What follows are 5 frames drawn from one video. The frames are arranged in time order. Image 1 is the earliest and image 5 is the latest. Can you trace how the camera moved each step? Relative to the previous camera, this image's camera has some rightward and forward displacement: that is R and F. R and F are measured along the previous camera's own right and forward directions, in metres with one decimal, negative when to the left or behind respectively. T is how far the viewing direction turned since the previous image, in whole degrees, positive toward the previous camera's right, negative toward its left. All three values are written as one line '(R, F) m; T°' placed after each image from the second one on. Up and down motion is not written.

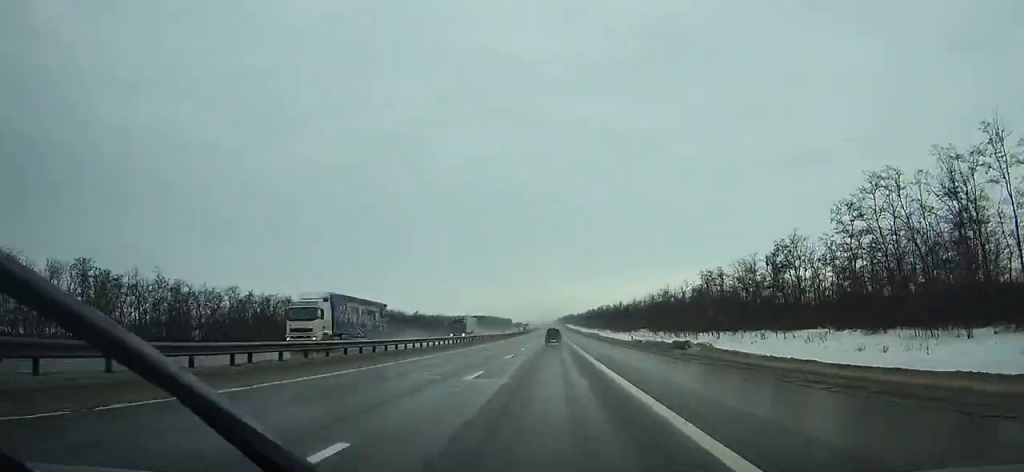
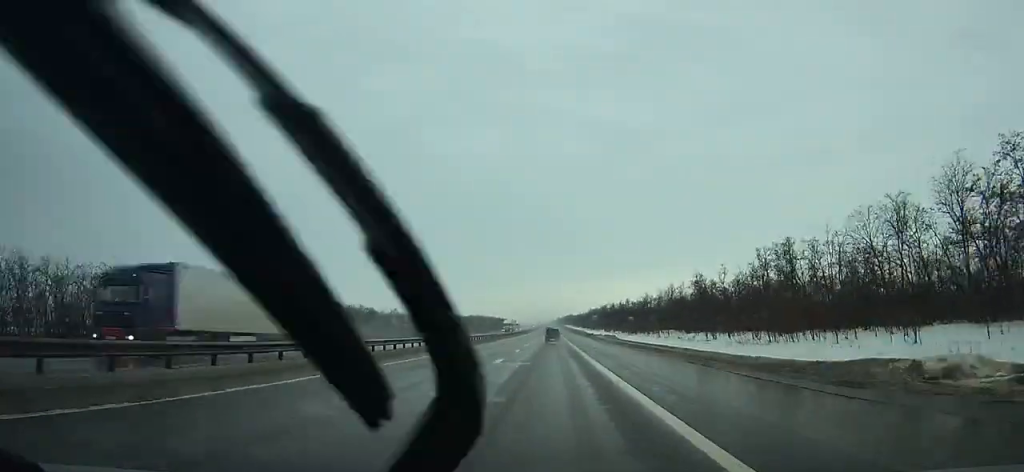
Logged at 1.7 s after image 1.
(0.0, +40.1) m; 0°
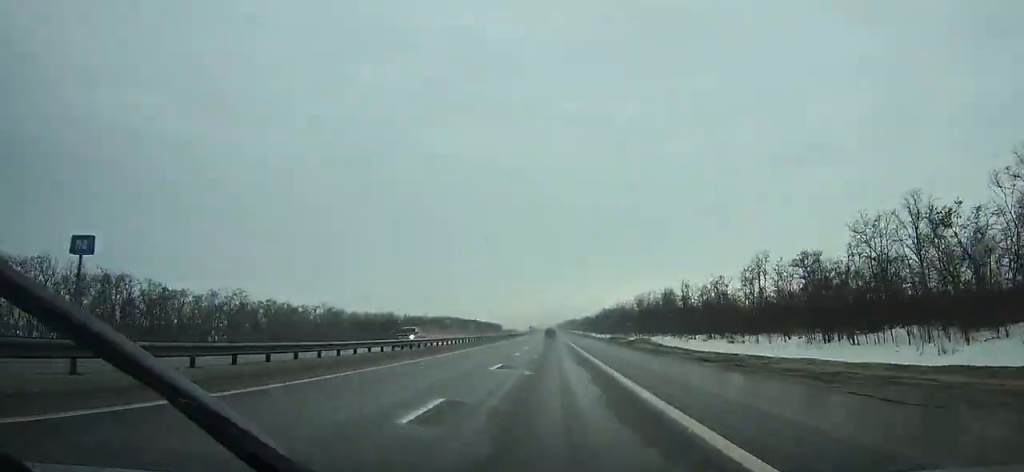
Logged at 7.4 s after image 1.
(+0.2, +135.9) m; 0°
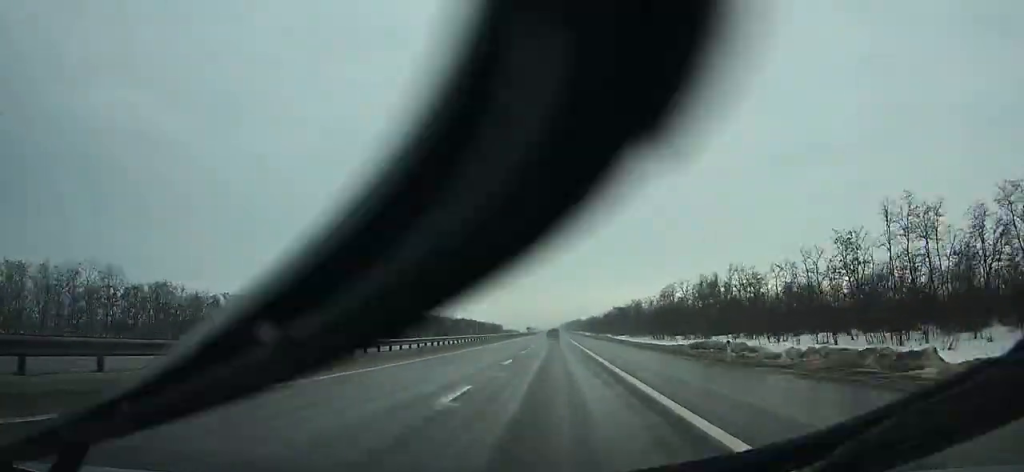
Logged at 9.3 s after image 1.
(+0.1, +45.3) m; 0°
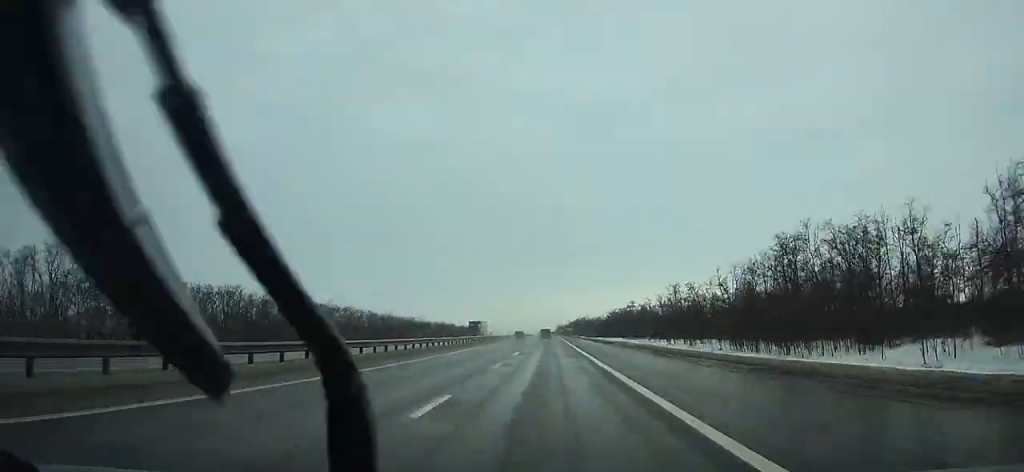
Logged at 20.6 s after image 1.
(+0.4, +262.9) m; 0°
